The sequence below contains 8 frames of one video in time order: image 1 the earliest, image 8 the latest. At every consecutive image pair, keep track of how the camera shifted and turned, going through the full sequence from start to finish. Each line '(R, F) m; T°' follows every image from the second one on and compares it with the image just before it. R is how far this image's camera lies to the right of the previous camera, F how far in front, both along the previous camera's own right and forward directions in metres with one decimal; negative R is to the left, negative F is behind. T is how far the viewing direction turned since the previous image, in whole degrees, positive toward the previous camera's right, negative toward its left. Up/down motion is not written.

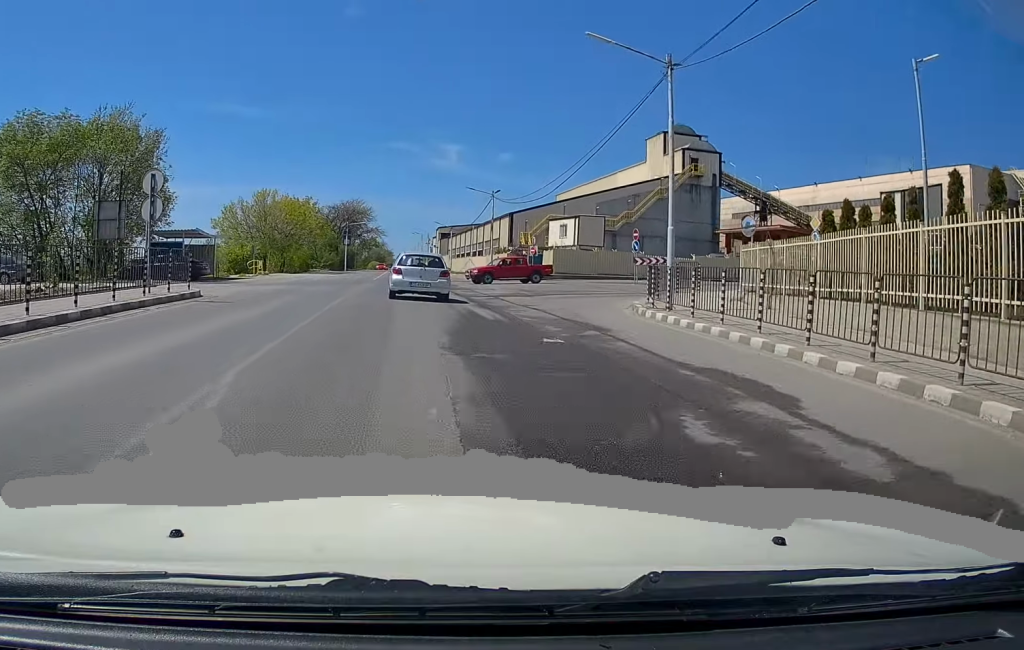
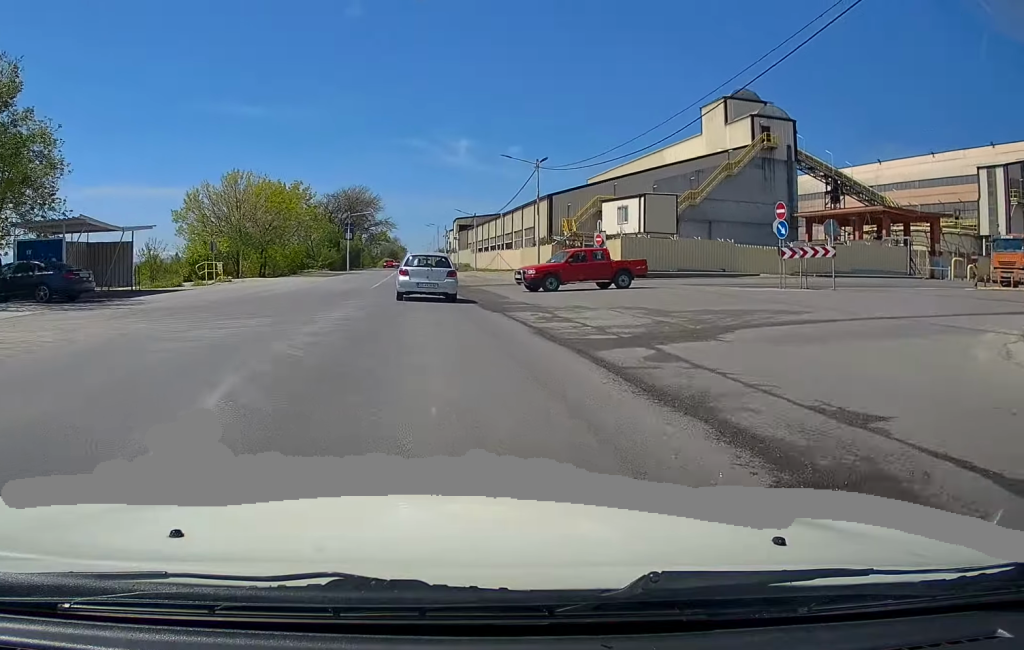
(-0.2, +16.3) m; -1°
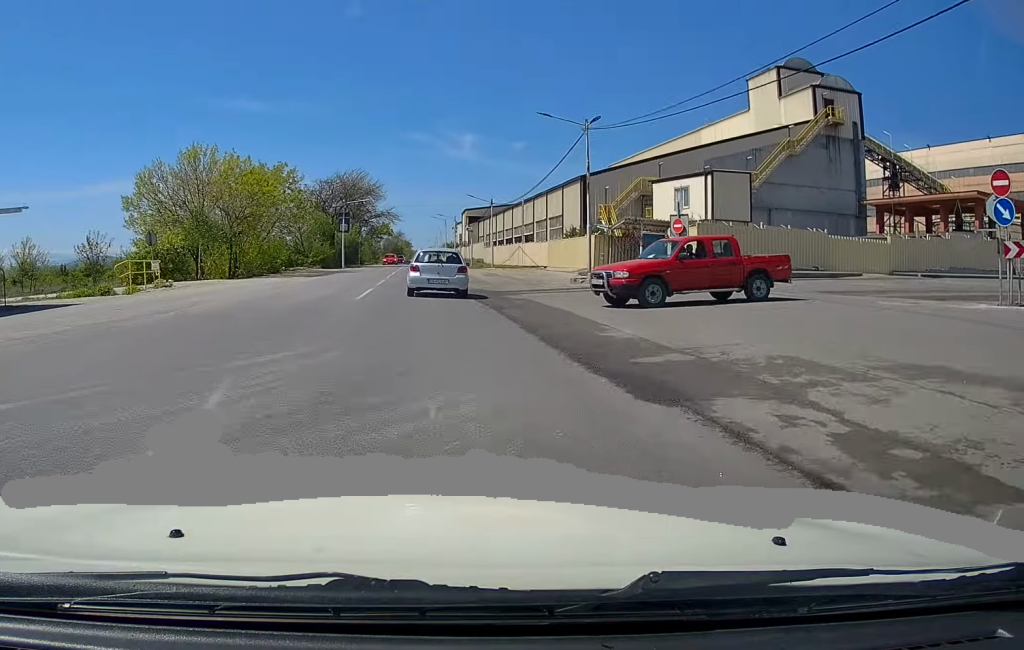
(0.0, +11.5) m; 0°
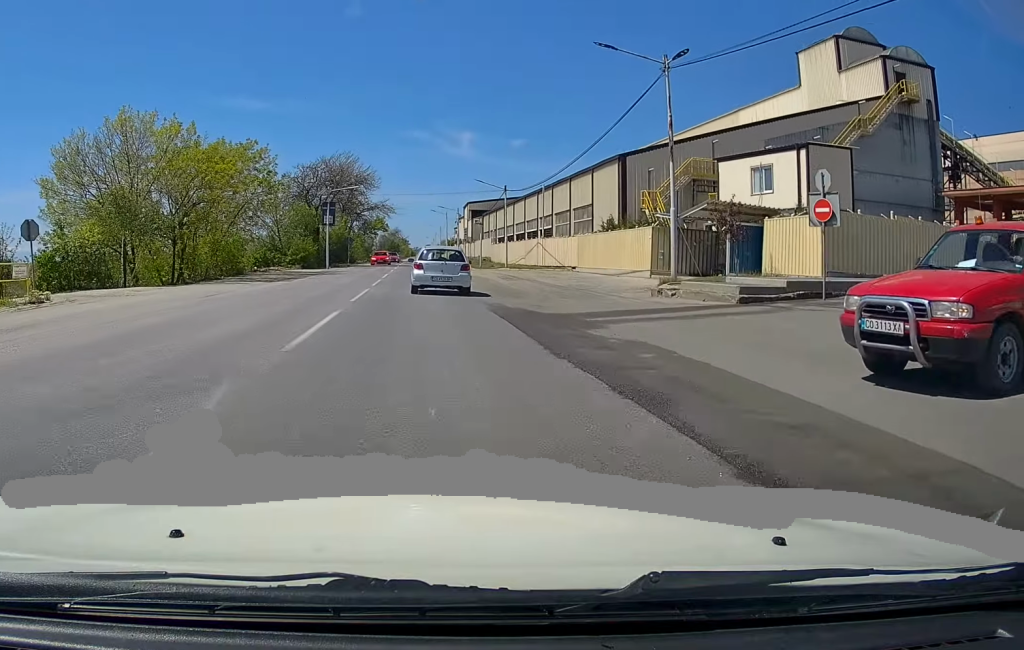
(0.0, +11.1) m; -1°
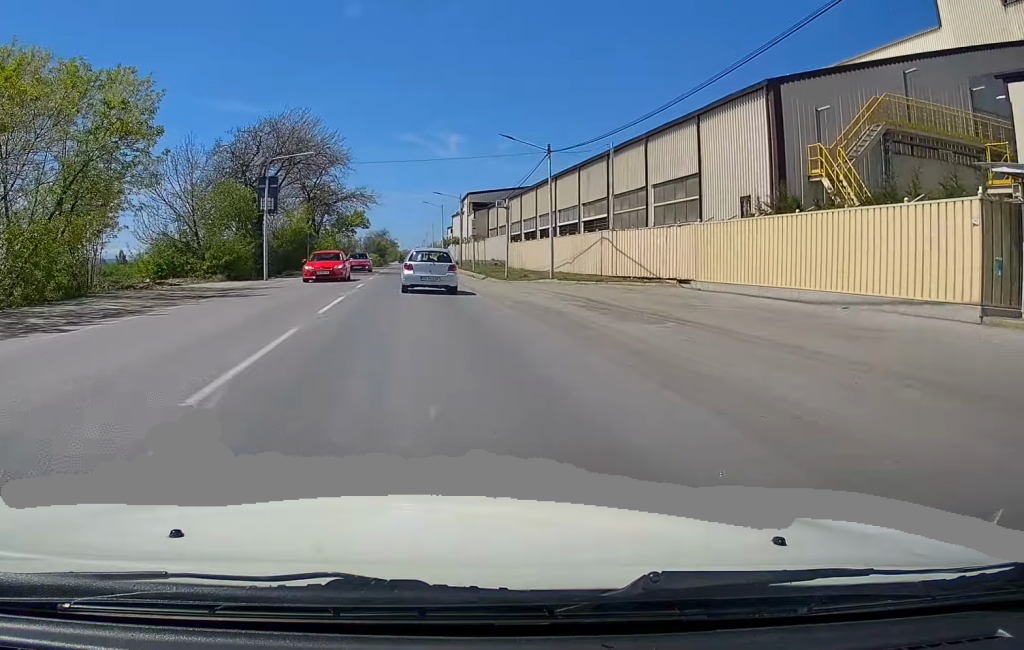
(-0.4, +21.3) m; 0°
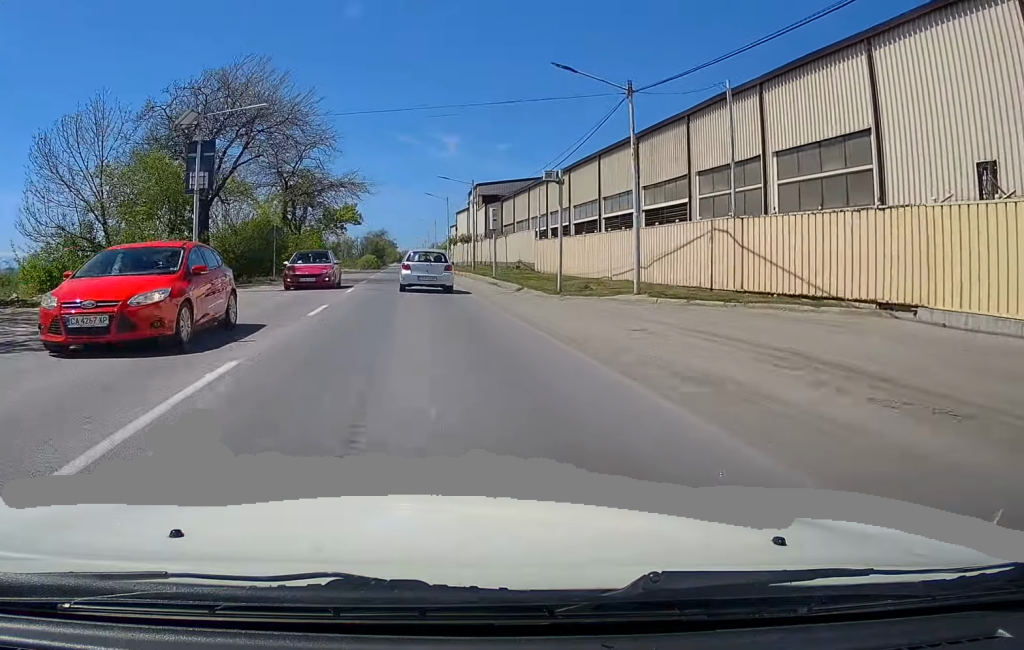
(+0.4, +12.5) m; +2°
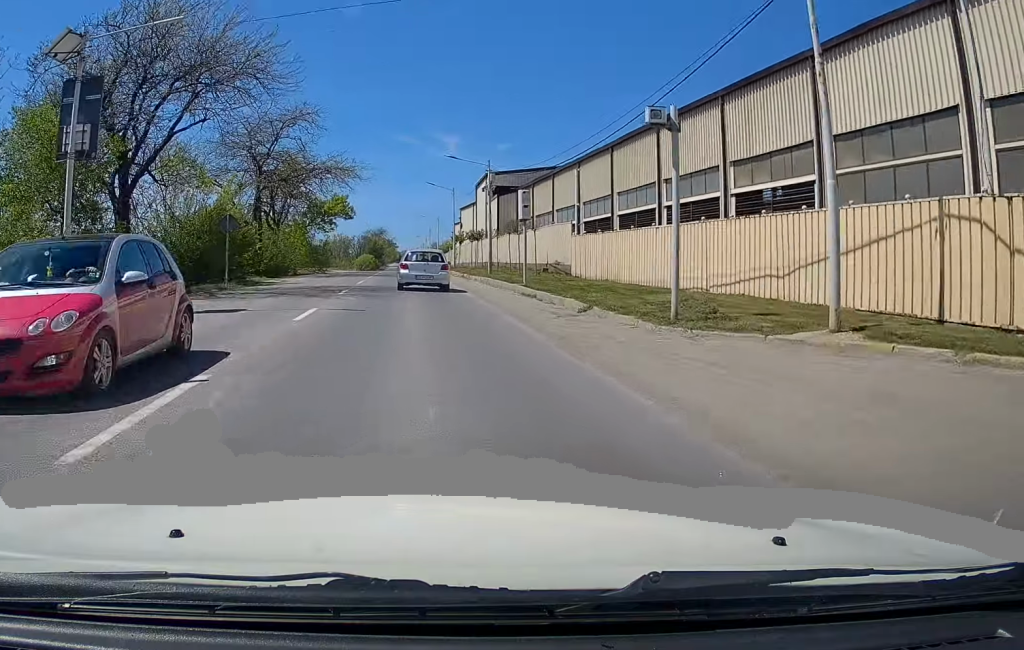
(+0.1, +10.0) m; 0°
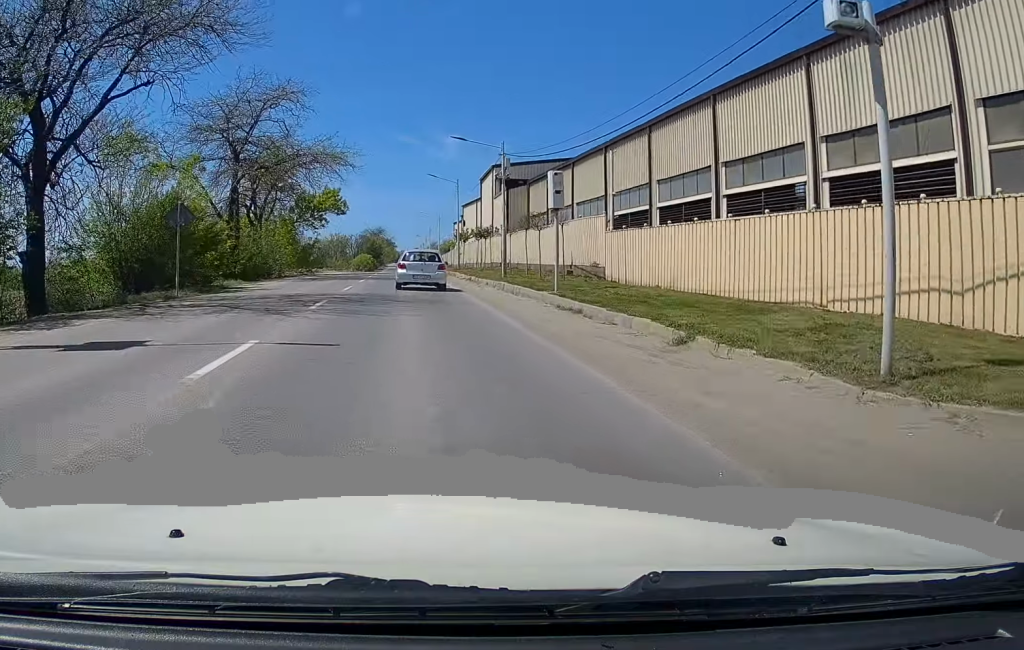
(0.0, +6.1) m; 0°
